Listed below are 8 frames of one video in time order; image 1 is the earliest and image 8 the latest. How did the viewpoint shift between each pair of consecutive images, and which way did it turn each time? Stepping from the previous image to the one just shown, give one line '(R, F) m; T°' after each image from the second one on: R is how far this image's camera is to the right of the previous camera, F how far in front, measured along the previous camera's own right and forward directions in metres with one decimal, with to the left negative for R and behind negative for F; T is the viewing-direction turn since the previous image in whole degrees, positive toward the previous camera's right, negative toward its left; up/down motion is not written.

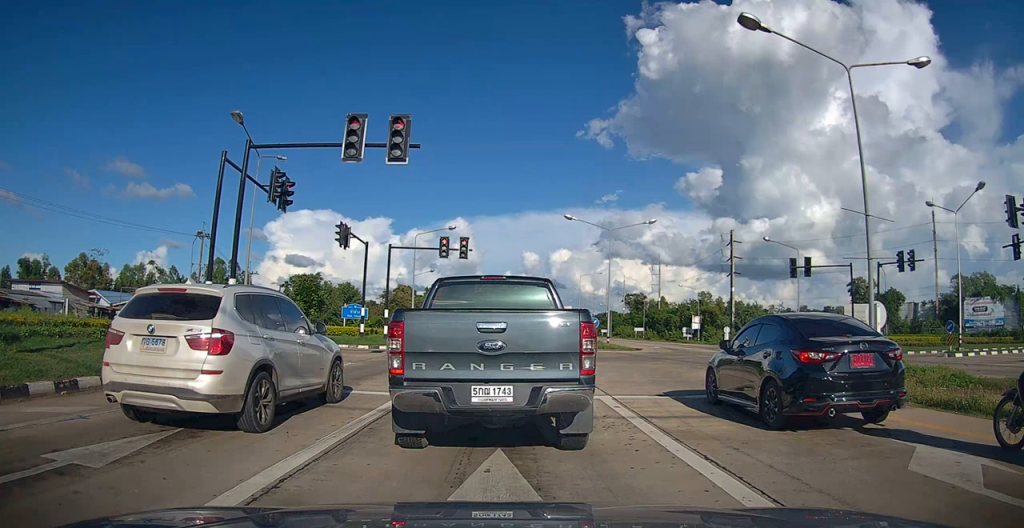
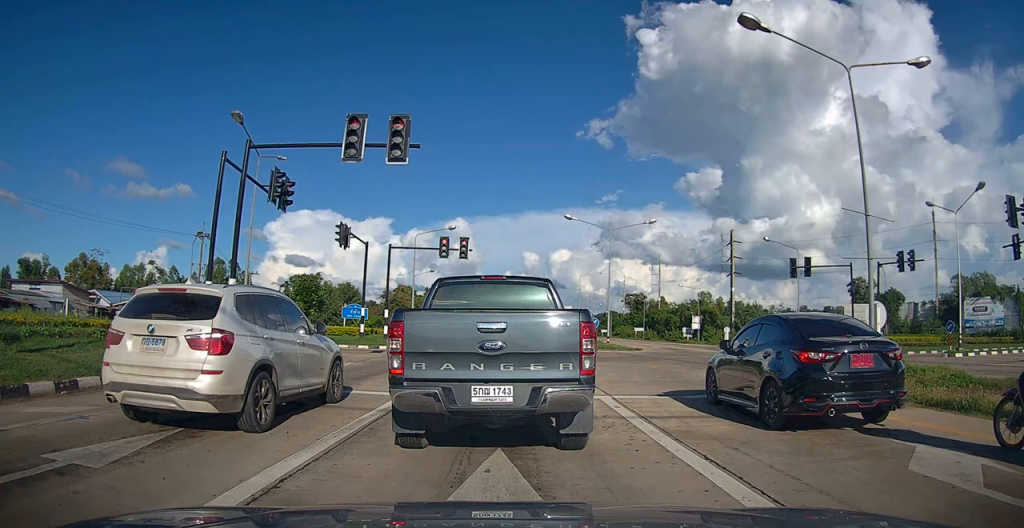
(0.0, 0.0) m; 0°
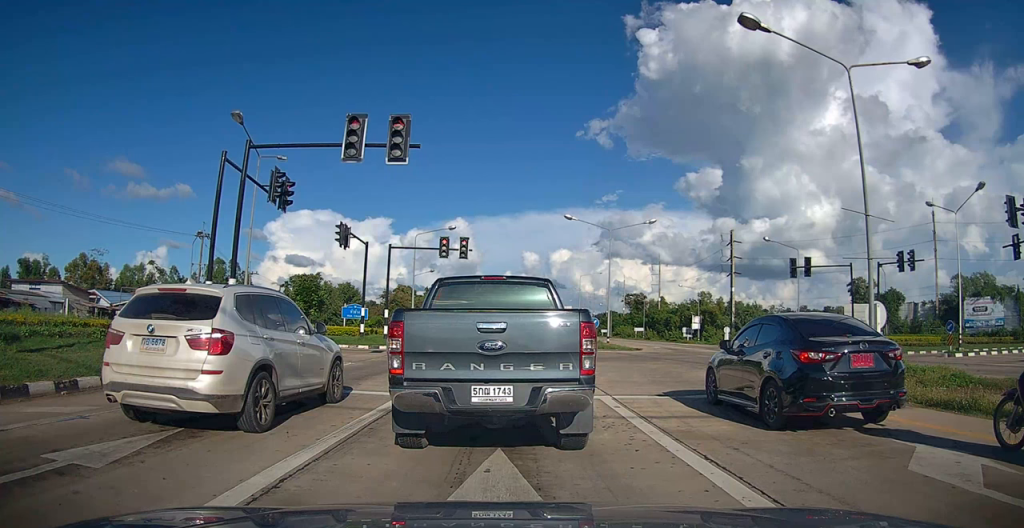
(0.0, 0.0) m; 0°
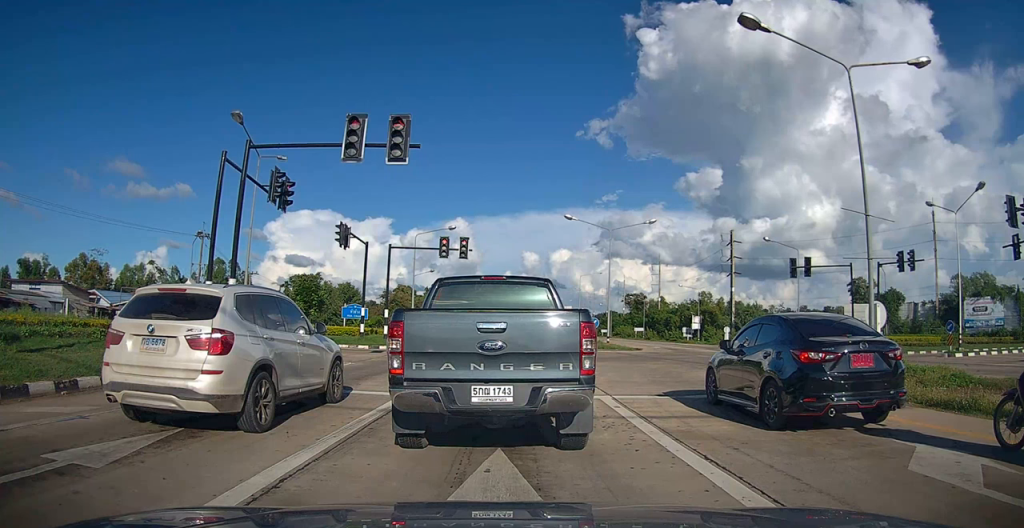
(0.0, 0.0) m; 0°
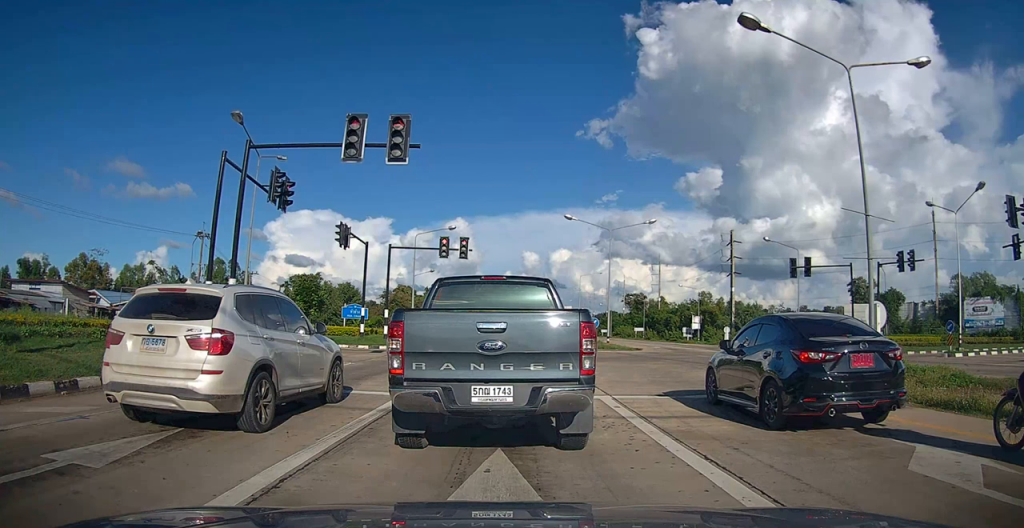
(0.0, 0.0) m; 0°
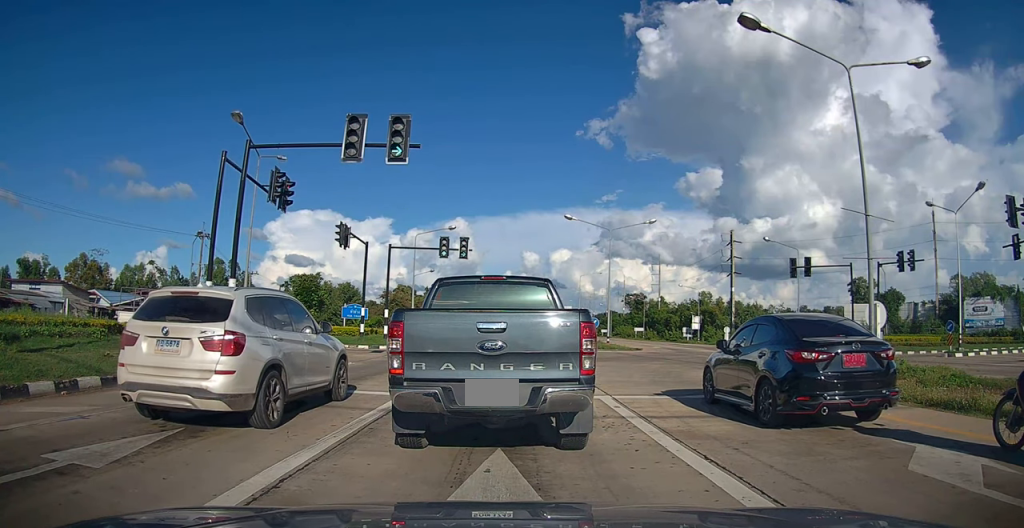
(0.0, +0.2) m; 0°
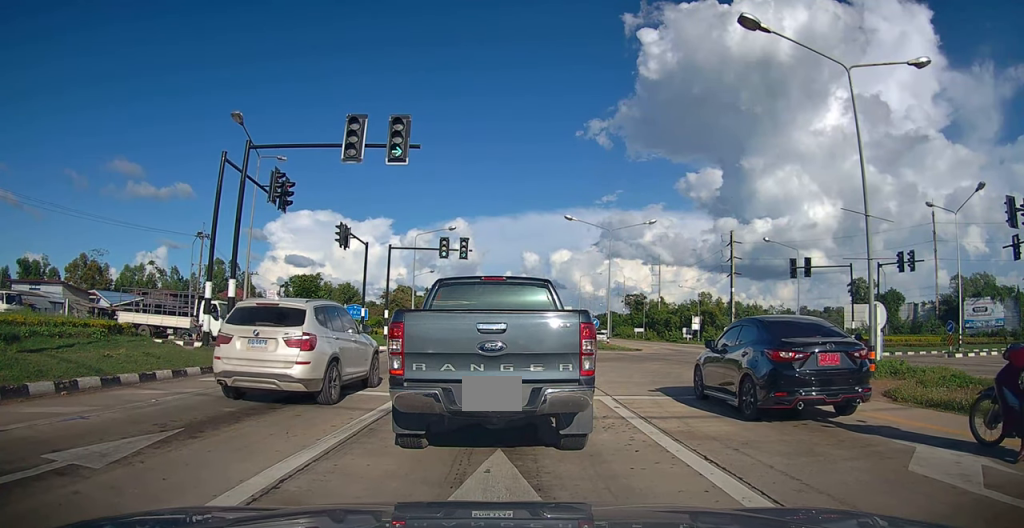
(0.0, 0.0) m; 0°
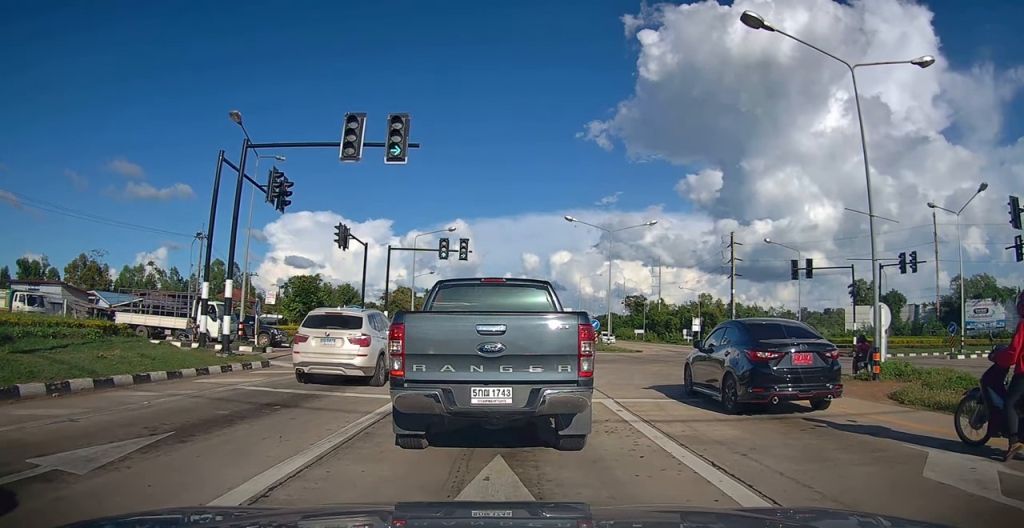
(0.0, 0.0) m; 0°
